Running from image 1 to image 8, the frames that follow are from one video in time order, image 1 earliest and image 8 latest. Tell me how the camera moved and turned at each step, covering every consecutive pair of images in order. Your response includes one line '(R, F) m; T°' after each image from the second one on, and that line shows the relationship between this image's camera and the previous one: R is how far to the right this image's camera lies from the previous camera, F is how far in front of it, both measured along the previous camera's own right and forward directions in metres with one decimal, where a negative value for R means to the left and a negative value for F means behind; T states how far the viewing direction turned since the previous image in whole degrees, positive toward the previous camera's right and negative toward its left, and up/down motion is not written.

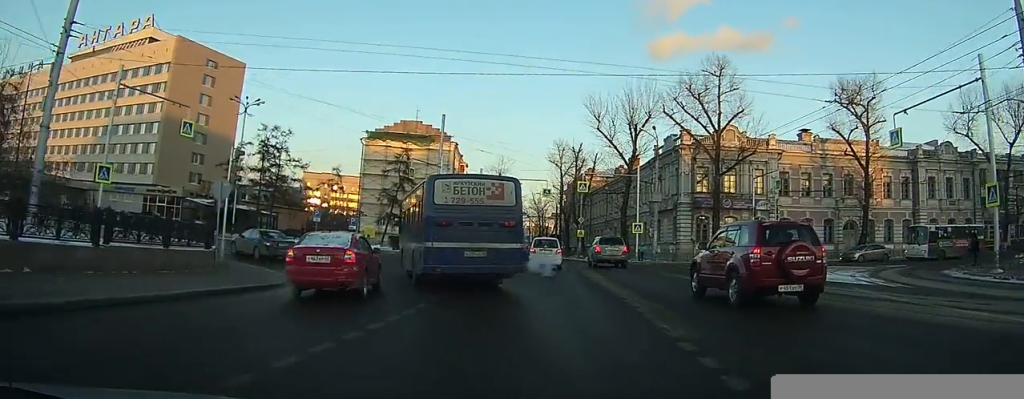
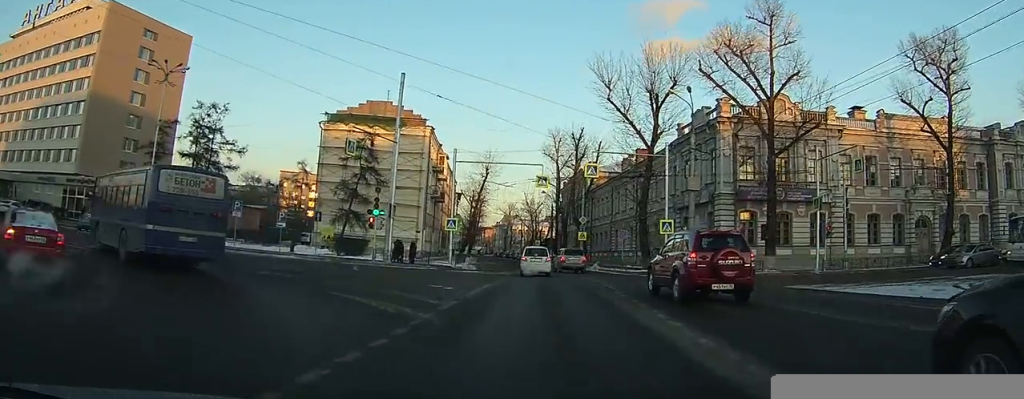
(-0.2, +12.8) m; 0°
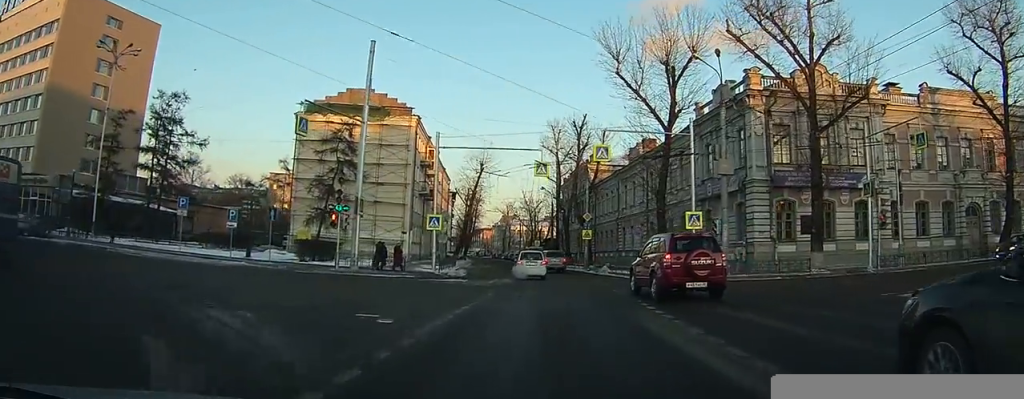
(+0.1, +6.6) m; +1°
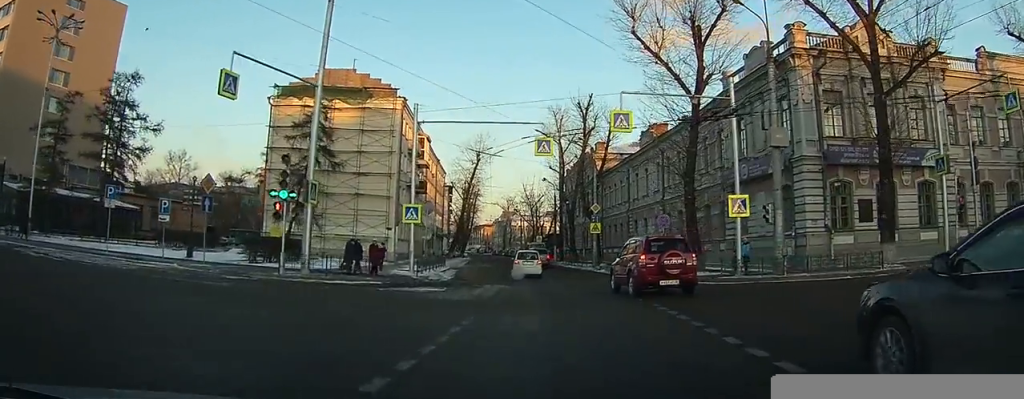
(0.0, +7.0) m; 0°
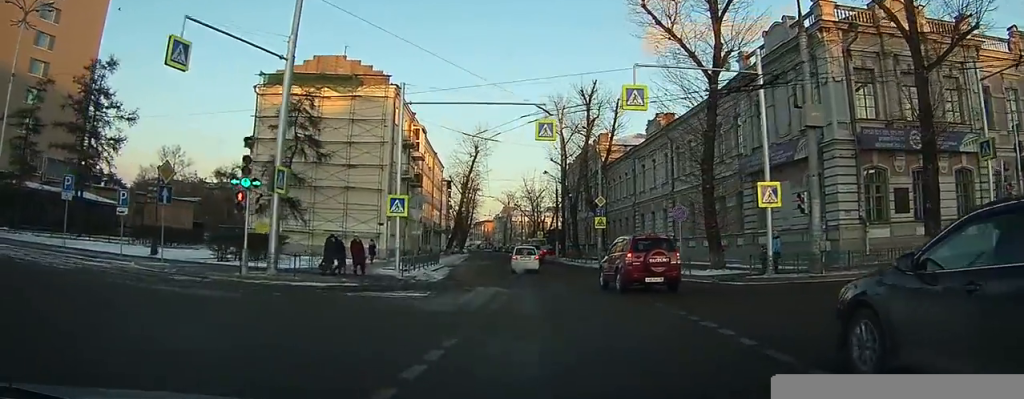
(0.0, +3.4) m; 0°
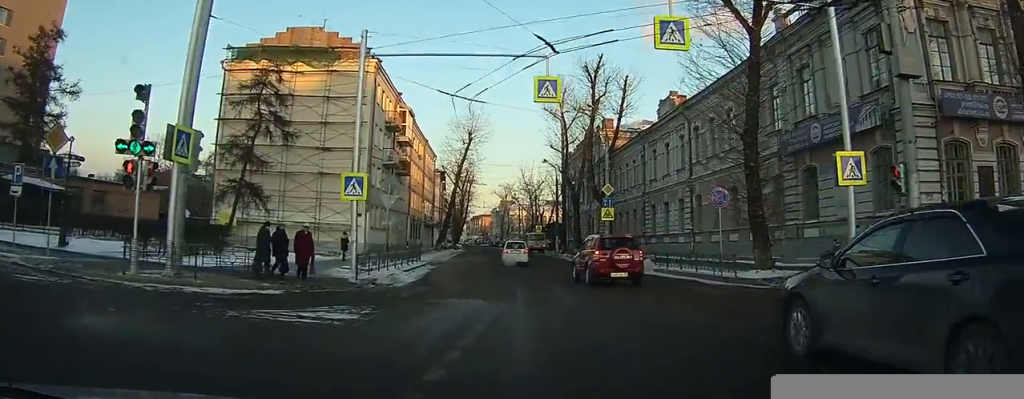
(0.0, +6.7) m; 0°
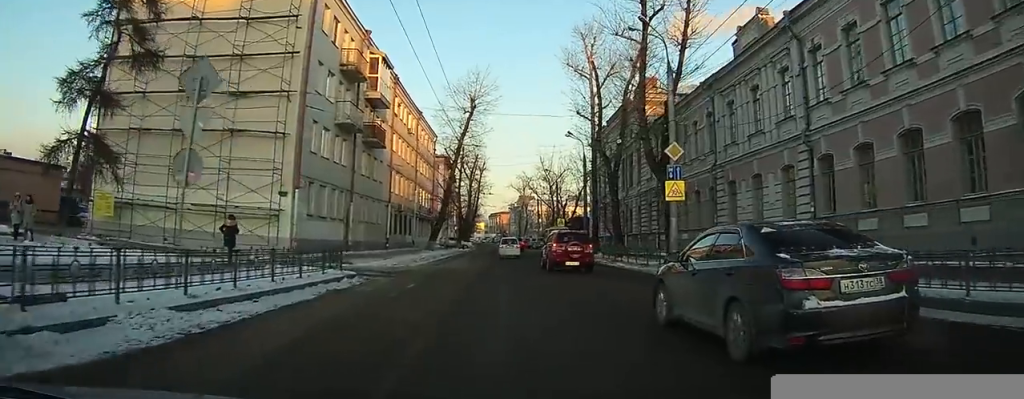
(+0.2, +17.4) m; +2°
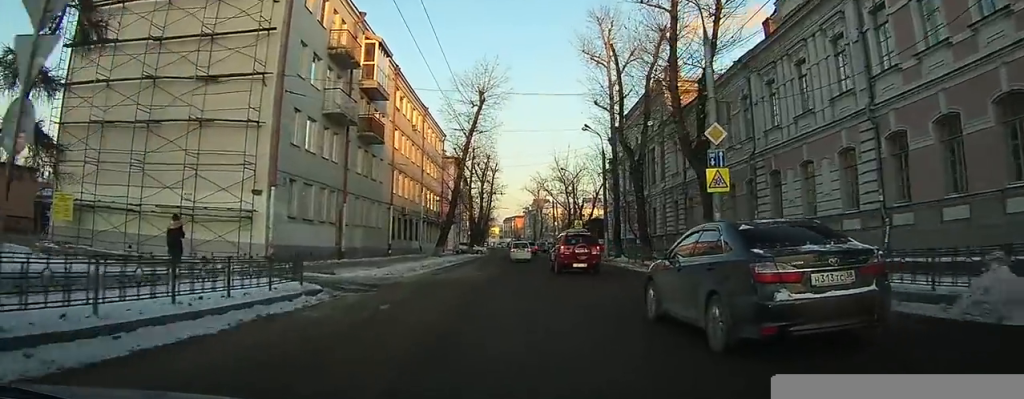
(+0.1, +4.2) m; 0°
